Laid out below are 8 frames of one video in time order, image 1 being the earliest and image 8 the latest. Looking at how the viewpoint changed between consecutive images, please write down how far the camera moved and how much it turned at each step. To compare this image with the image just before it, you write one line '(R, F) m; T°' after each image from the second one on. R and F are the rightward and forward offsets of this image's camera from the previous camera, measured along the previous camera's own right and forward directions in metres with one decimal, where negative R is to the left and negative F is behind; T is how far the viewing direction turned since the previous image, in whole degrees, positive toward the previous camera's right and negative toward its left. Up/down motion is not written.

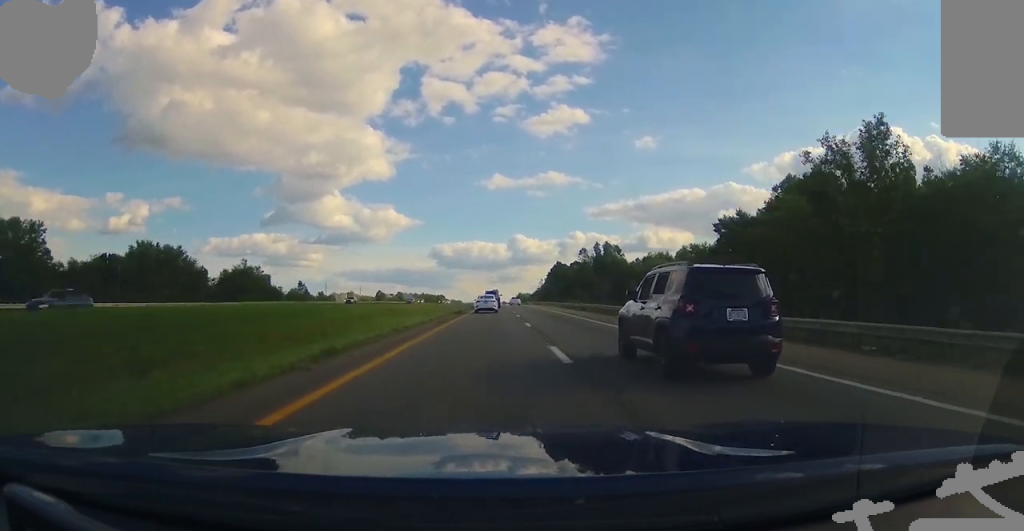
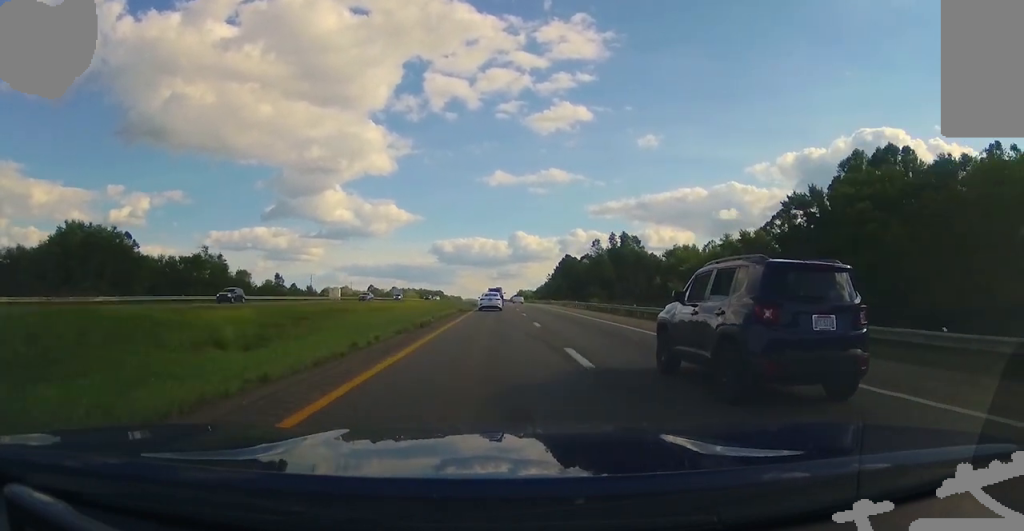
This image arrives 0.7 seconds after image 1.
(+0.1, +24.4) m; 0°
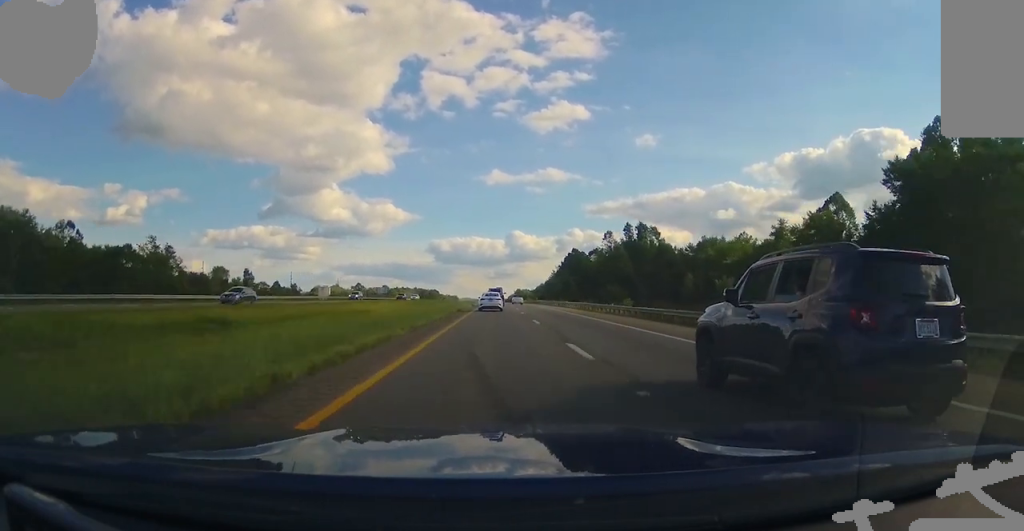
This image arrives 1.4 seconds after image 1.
(0.0, +23.3) m; 0°
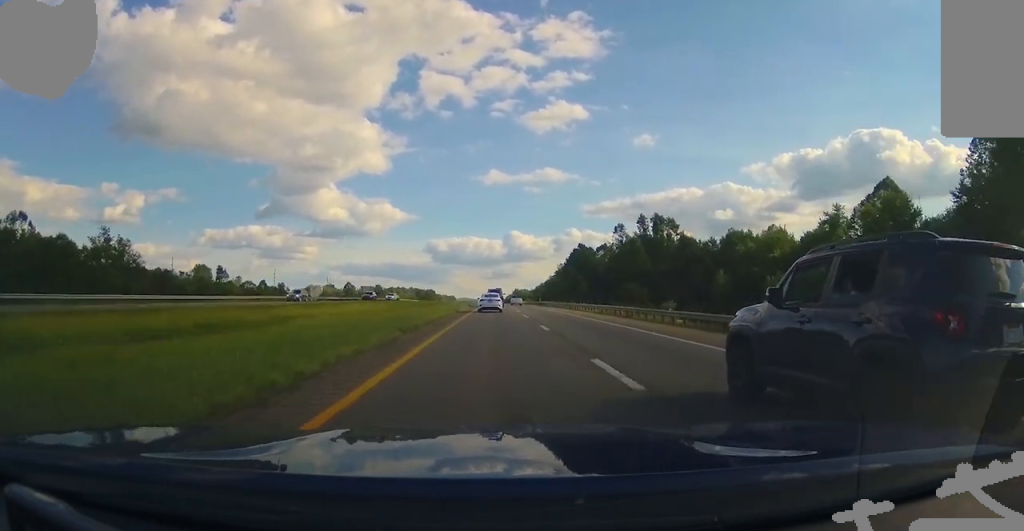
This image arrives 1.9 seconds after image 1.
(0.0, +16.7) m; 0°
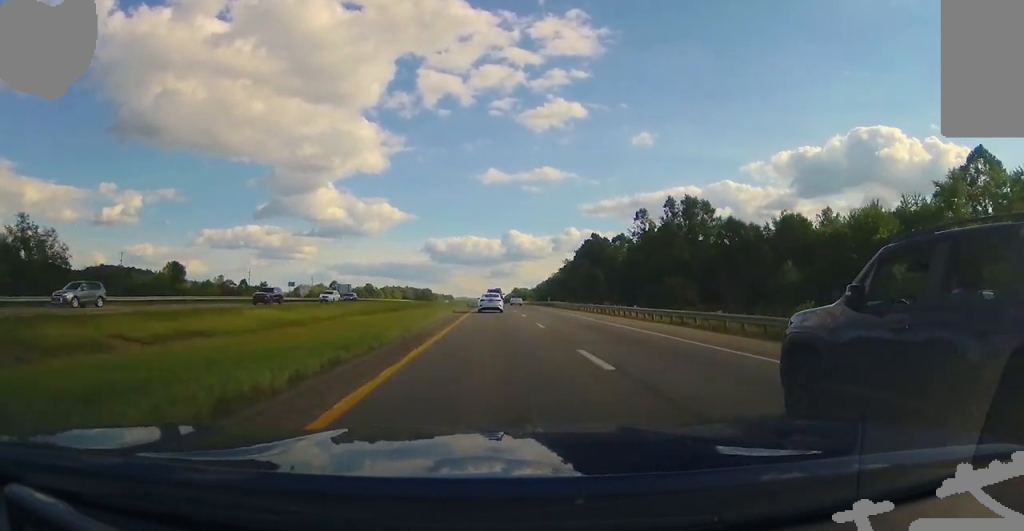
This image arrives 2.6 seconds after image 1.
(0.0, +23.3) m; 0°
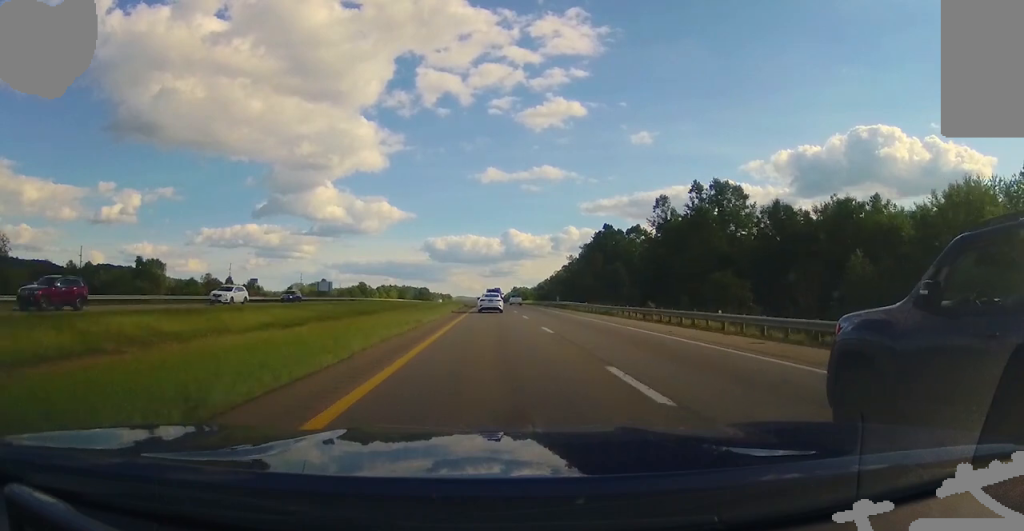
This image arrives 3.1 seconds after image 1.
(0.0, +15.4) m; 0°
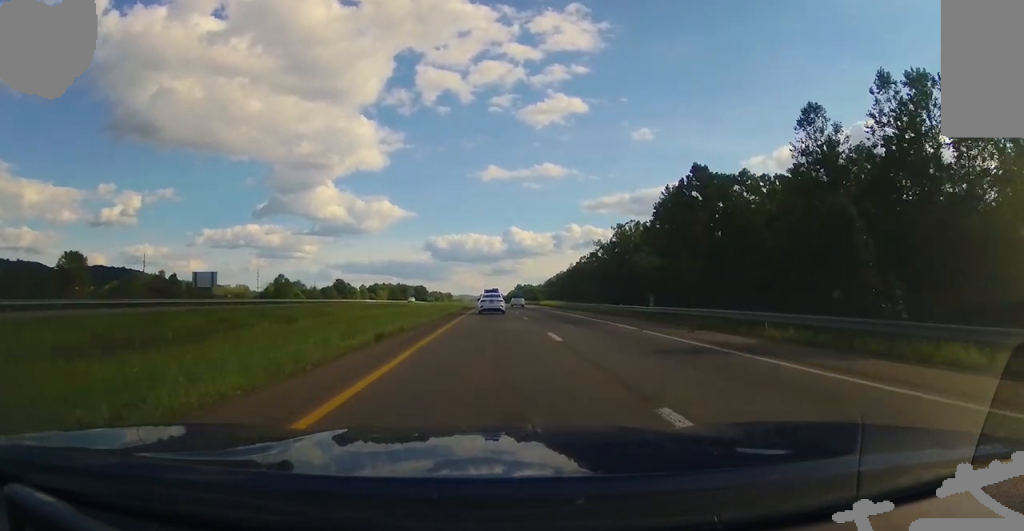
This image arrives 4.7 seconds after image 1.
(+0.1, +52.4) m; 0°
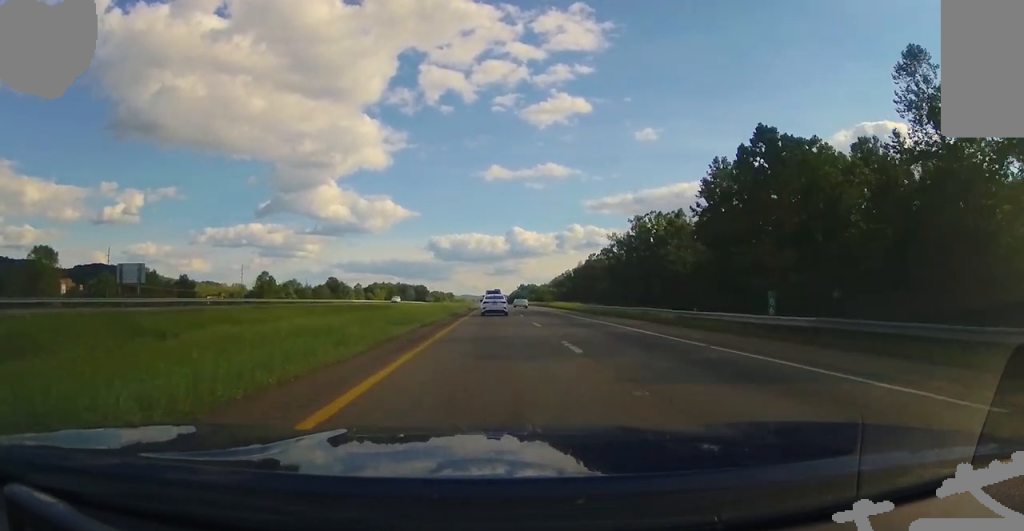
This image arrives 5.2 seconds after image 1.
(-0.1, +16.4) m; 0°
